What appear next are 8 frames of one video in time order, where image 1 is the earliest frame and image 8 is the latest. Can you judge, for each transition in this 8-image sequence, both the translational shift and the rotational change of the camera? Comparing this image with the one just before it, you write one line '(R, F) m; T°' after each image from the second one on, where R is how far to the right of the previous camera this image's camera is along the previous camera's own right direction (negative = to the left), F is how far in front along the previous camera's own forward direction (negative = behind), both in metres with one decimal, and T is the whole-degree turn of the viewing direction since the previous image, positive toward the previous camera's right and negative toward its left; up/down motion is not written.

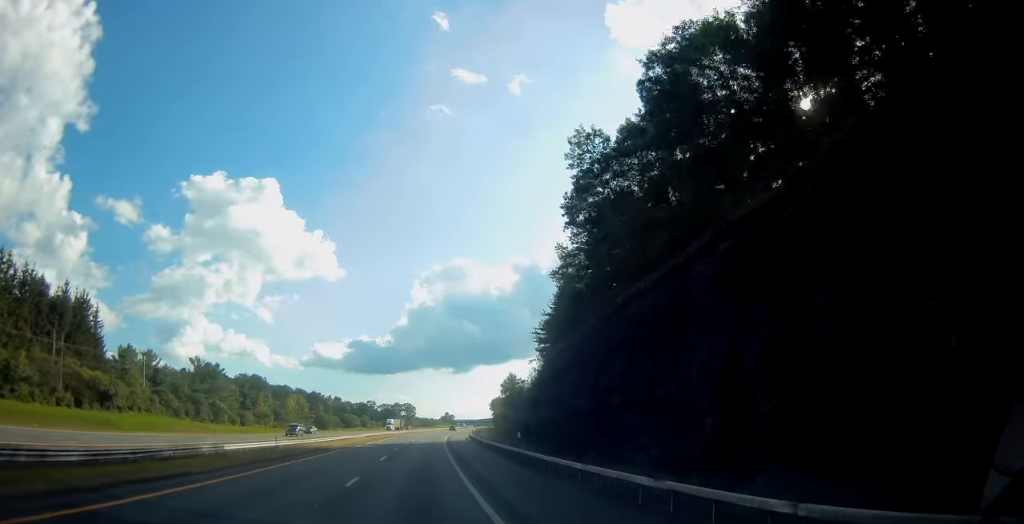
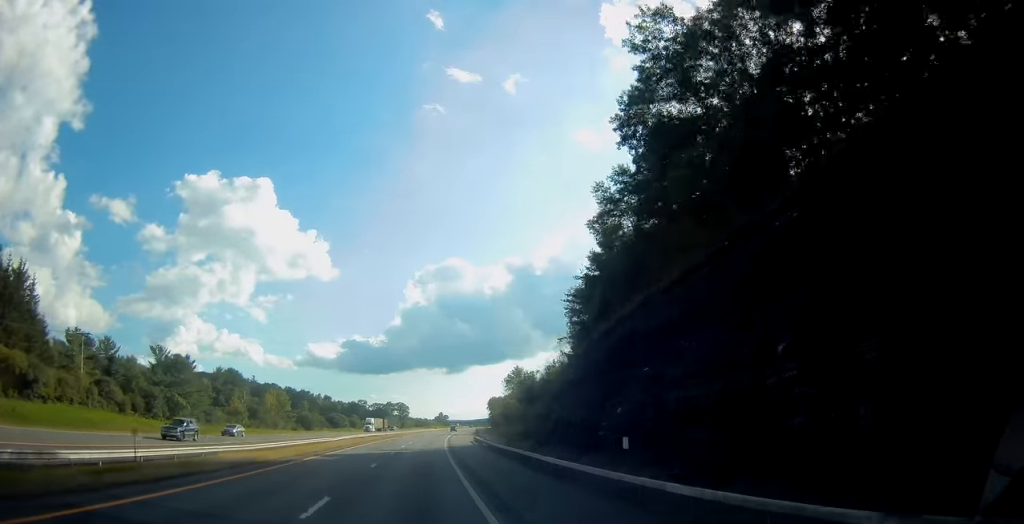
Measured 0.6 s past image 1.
(+0.1, +18.4) m; +1°
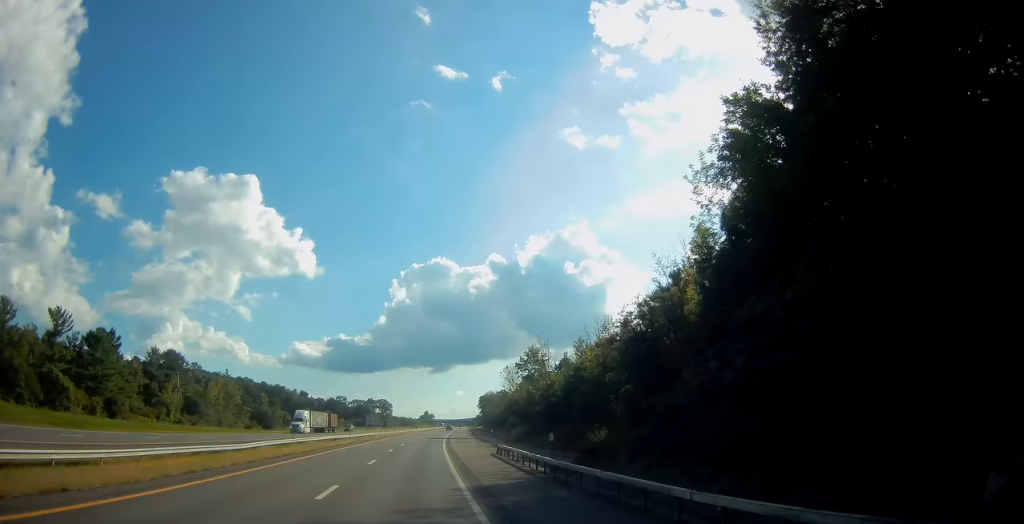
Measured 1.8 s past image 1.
(+0.4, +33.7) m; +1°
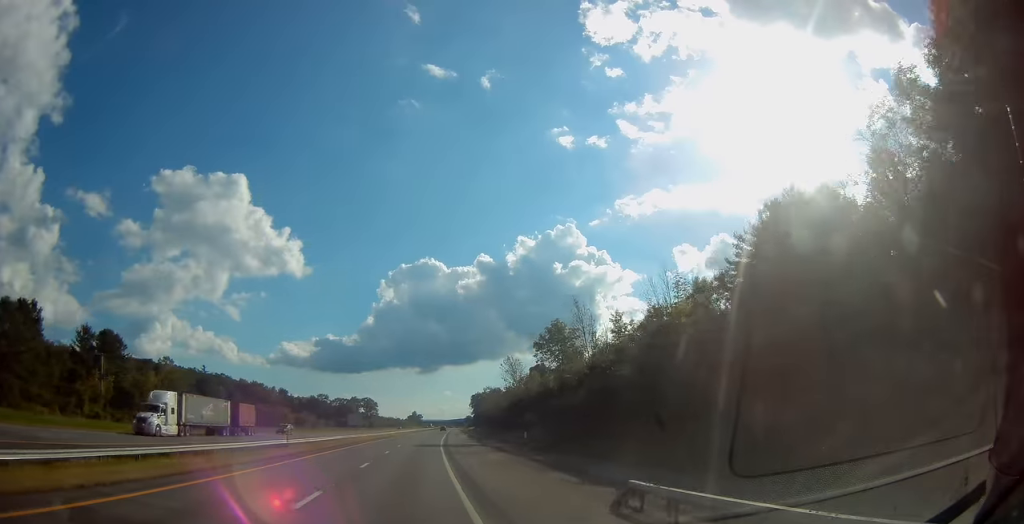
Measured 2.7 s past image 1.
(+0.1, +26.0) m; +1°
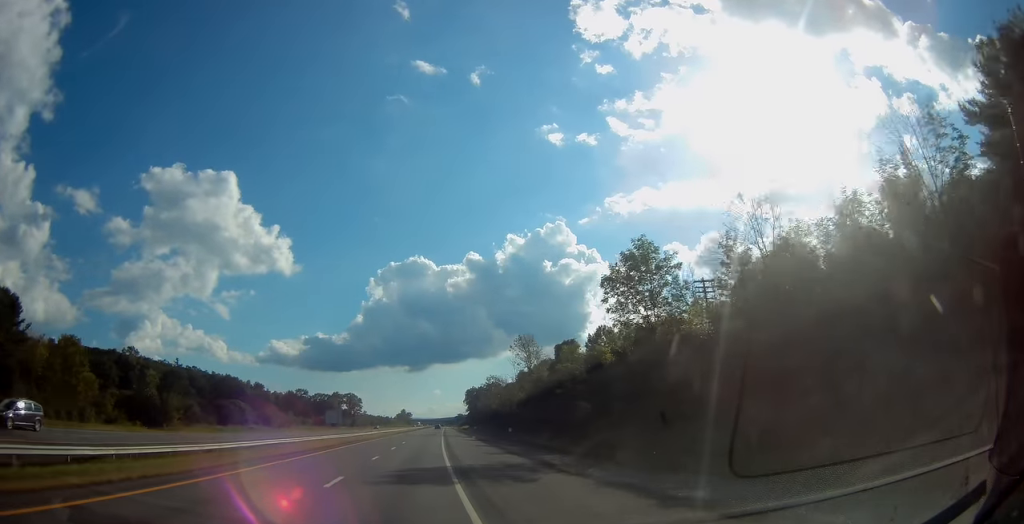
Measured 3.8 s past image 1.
(+0.4, +32.7) m; +2°
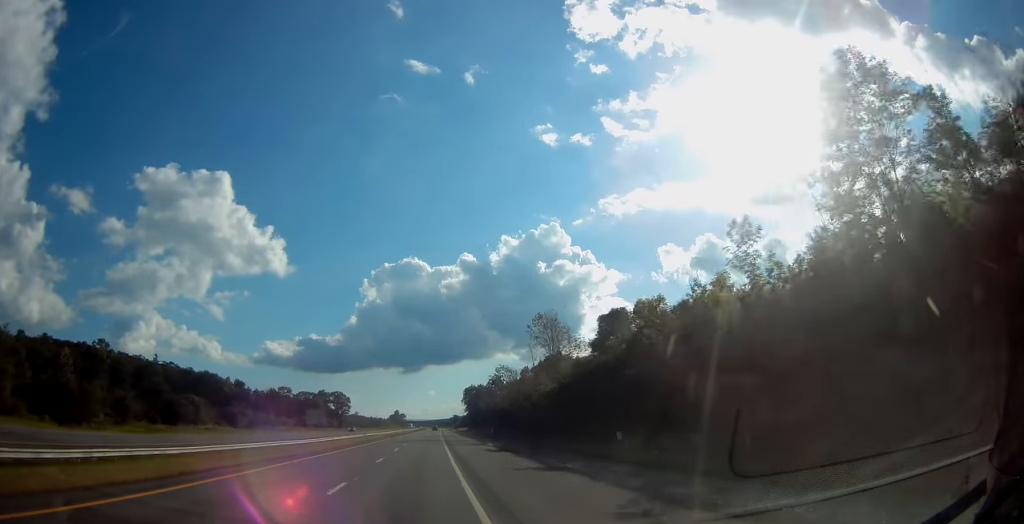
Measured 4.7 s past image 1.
(+0.3, +25.9) m; +1°
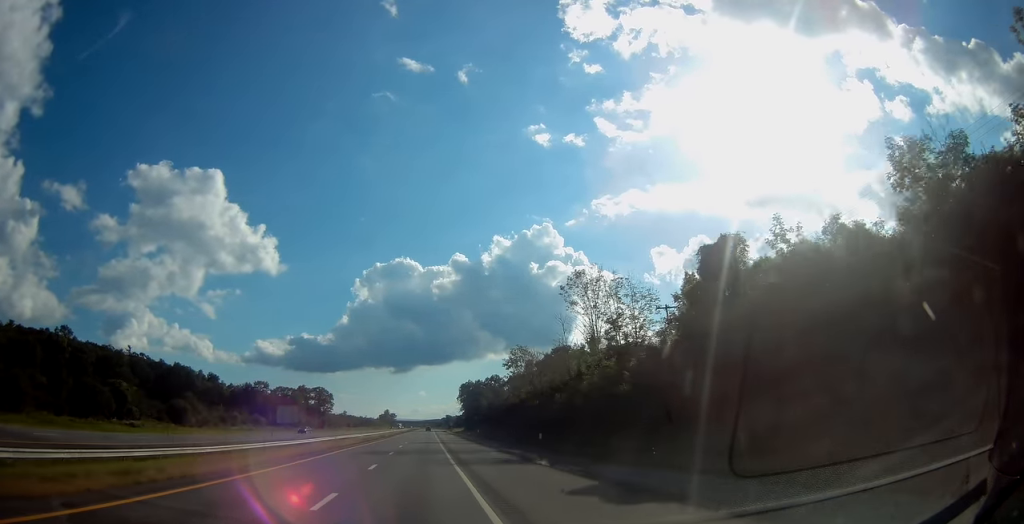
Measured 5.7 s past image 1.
(+0.1, +27.7) m; 0°
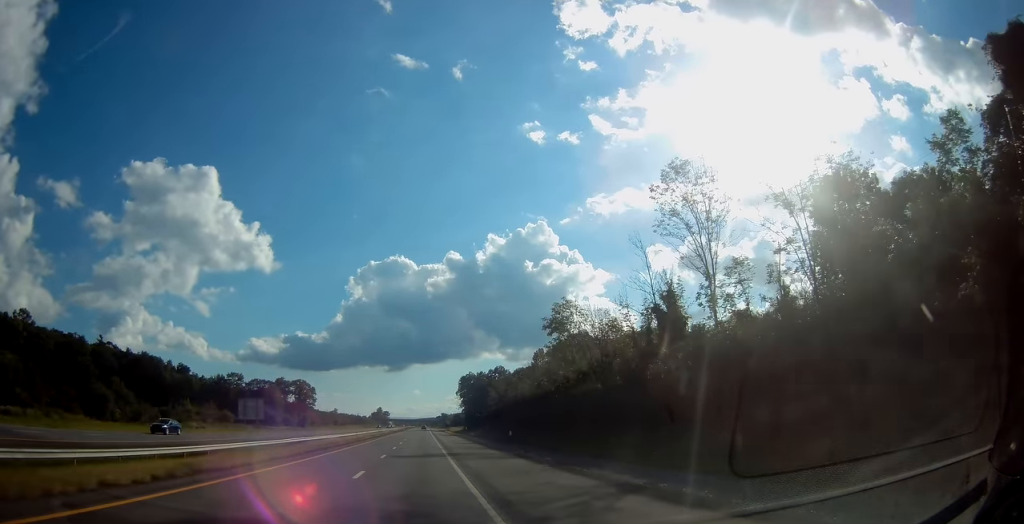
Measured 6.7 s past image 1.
(+0.2, +29.5) m; +1°
